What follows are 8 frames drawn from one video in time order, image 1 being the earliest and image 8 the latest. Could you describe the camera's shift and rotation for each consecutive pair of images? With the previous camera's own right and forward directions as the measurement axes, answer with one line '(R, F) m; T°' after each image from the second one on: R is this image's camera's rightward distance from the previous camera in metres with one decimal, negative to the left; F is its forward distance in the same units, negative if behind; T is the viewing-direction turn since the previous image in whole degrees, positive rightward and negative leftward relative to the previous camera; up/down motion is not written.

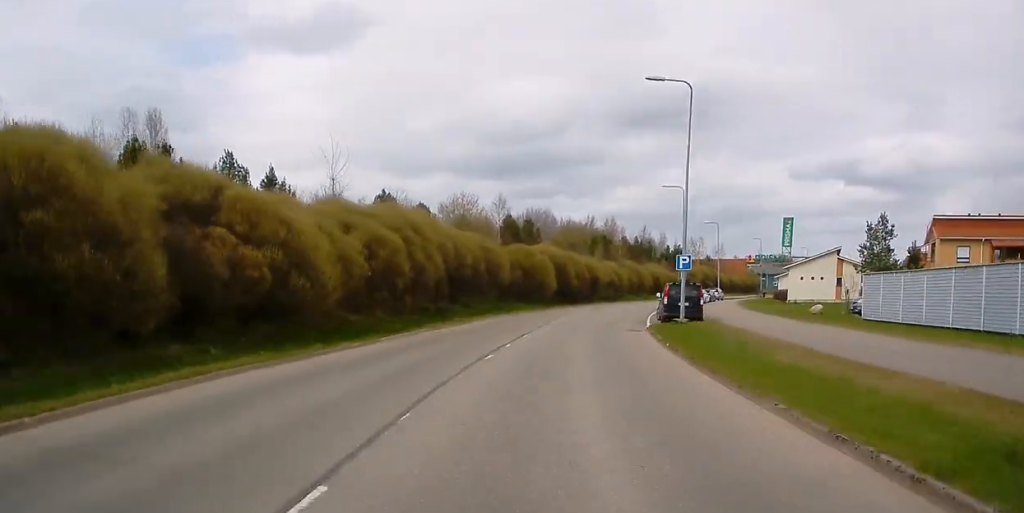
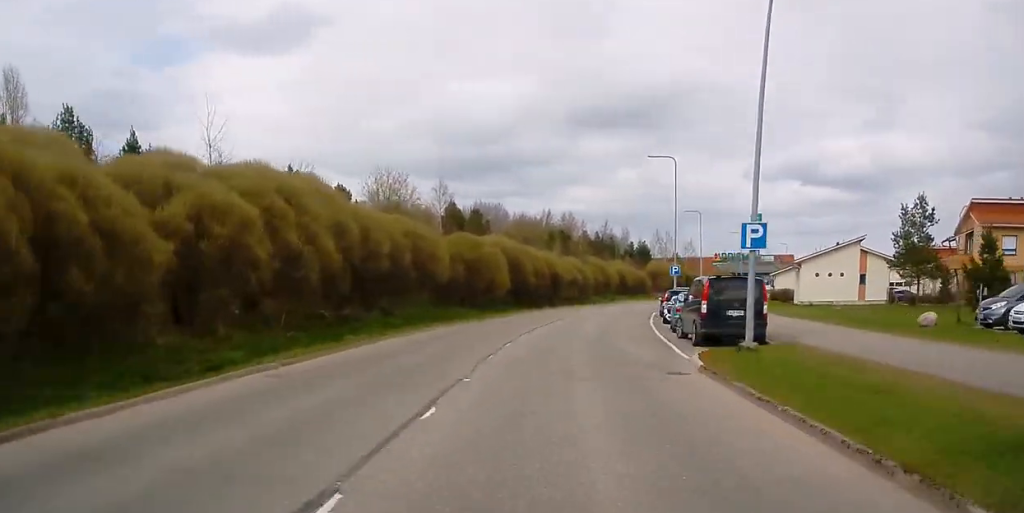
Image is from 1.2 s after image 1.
(+0.1, +15.8) m; +3°
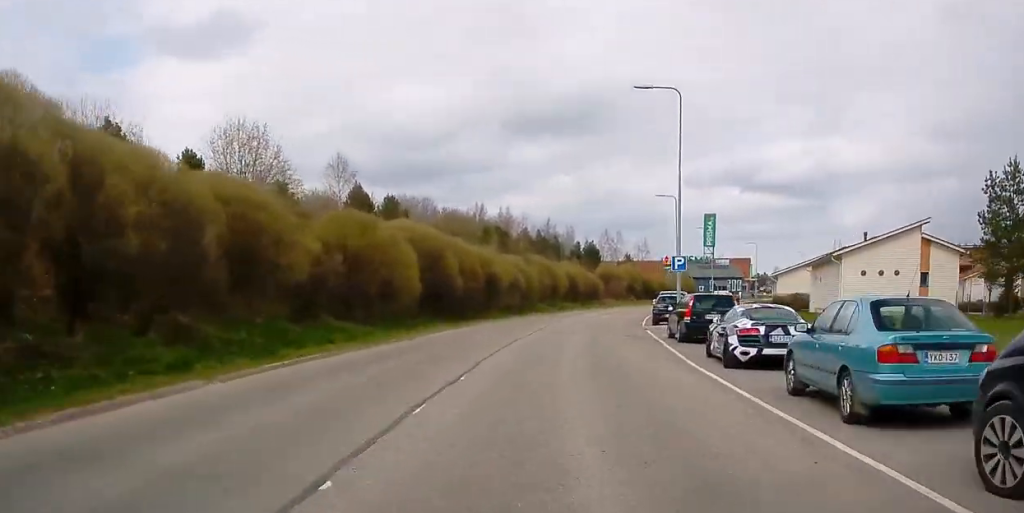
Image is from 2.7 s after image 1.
(+0.9, +19.4) m; +4°
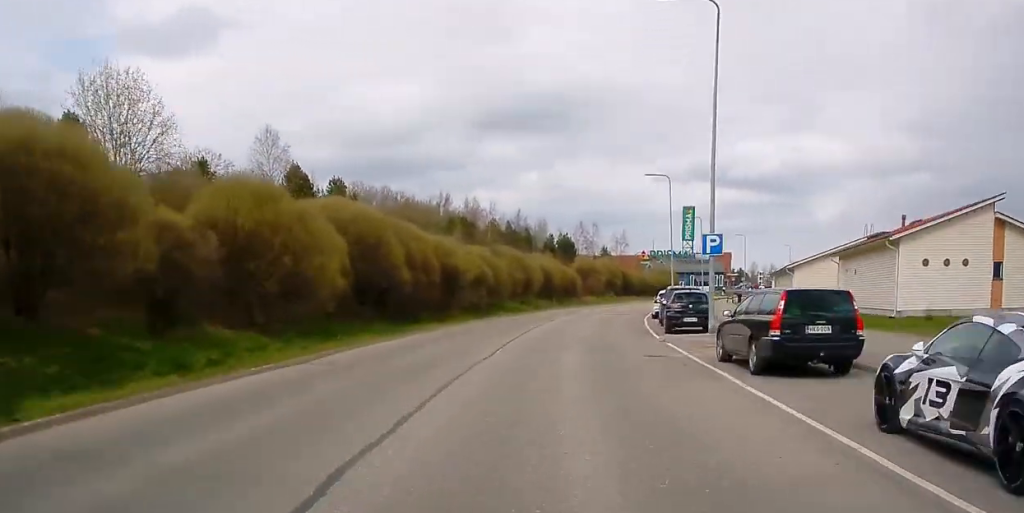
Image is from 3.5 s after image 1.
(0.0, +10.6) m; +2°
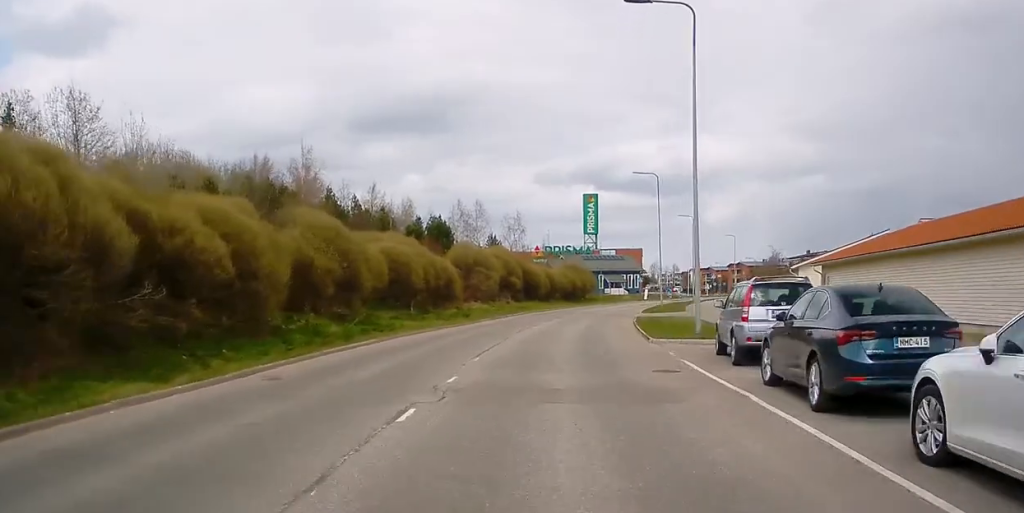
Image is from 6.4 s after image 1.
(+2.5, +38.9) m; +7°
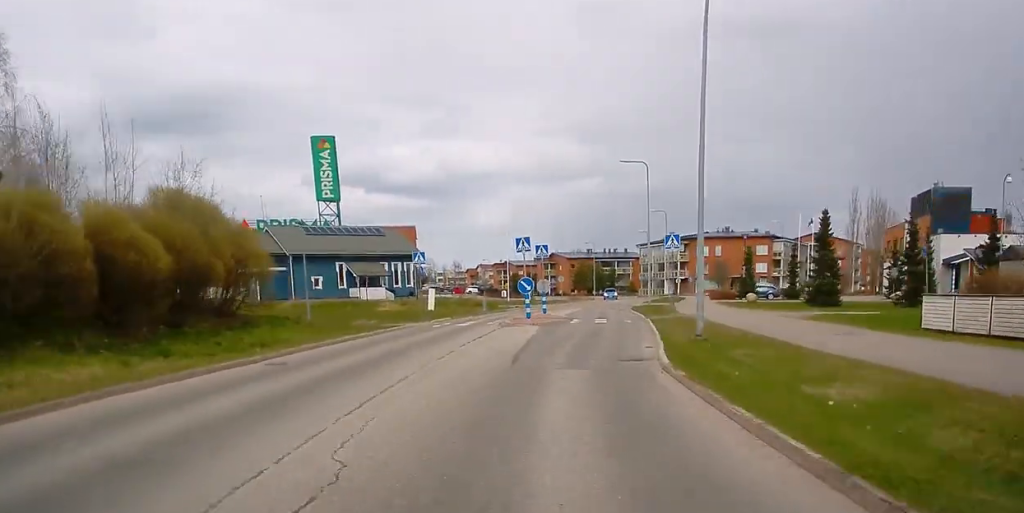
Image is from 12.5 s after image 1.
(+10.4, +77.2) m; +17°
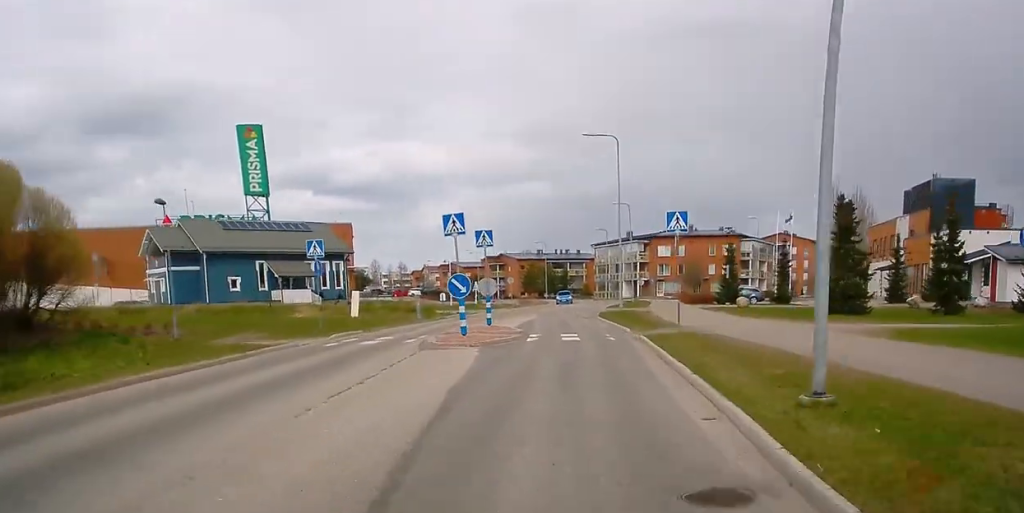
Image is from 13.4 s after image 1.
(0.0, +10.7) m; +3°
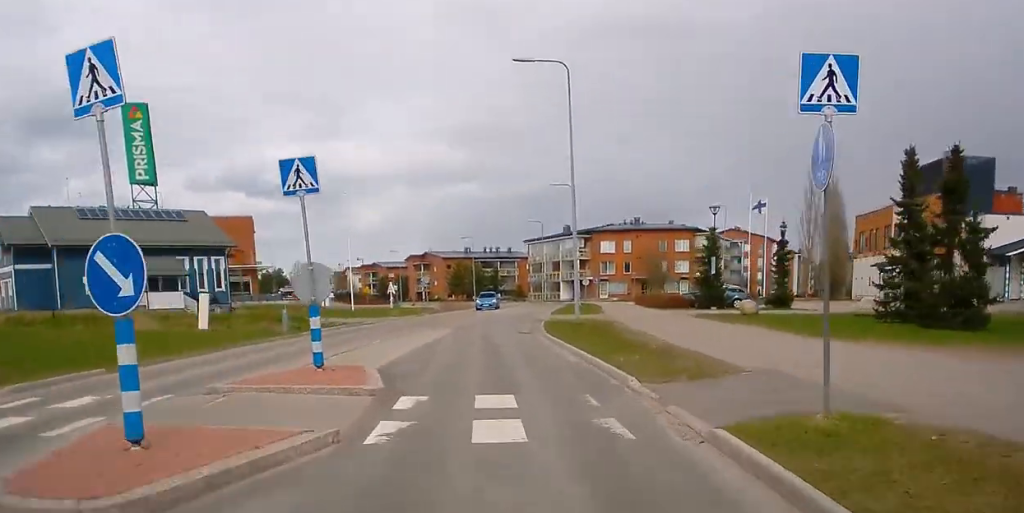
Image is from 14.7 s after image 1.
(+0.9, +15.2) m; +2°
